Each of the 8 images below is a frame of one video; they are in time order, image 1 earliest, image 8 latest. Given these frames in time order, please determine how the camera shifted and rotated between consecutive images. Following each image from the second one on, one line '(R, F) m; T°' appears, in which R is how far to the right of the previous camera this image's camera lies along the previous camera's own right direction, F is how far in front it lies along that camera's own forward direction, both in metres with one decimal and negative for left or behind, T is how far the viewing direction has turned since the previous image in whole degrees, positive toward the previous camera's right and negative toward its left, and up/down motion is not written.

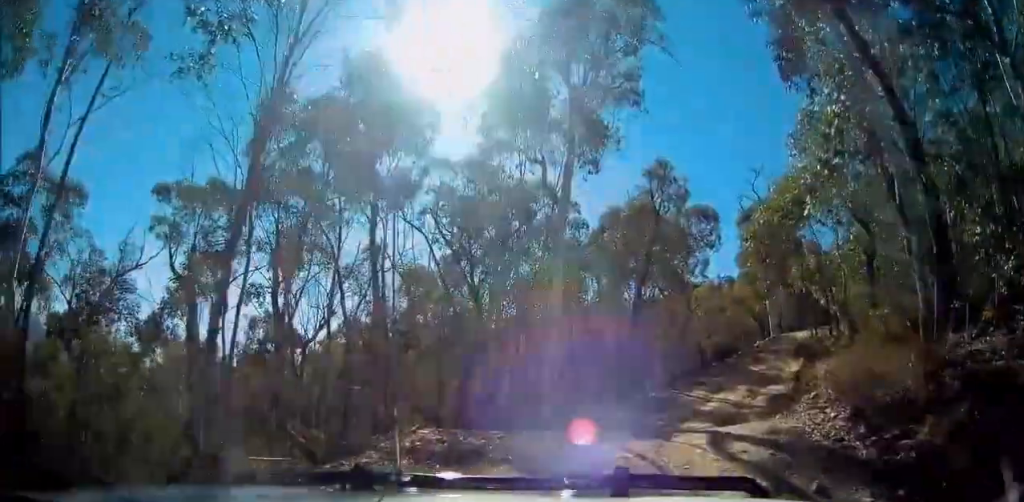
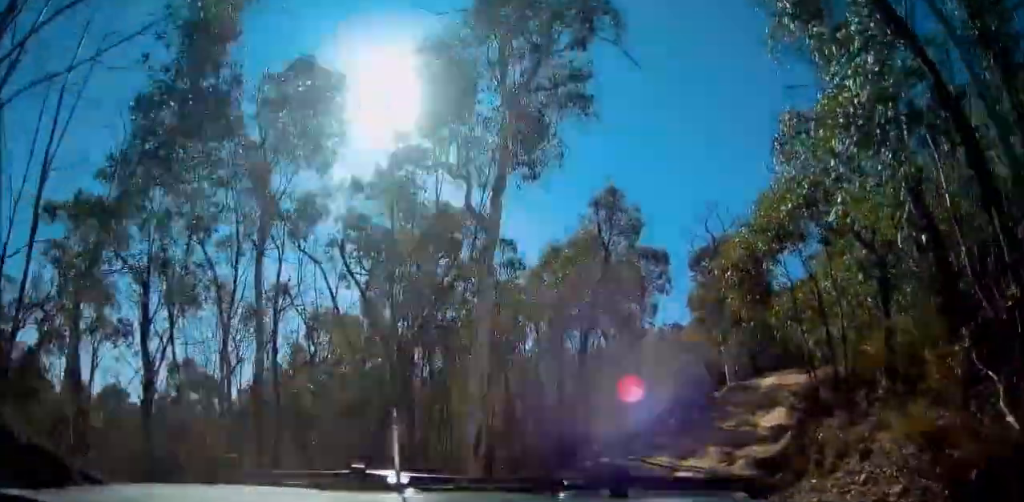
(+0.1, +3.1) m; +3°
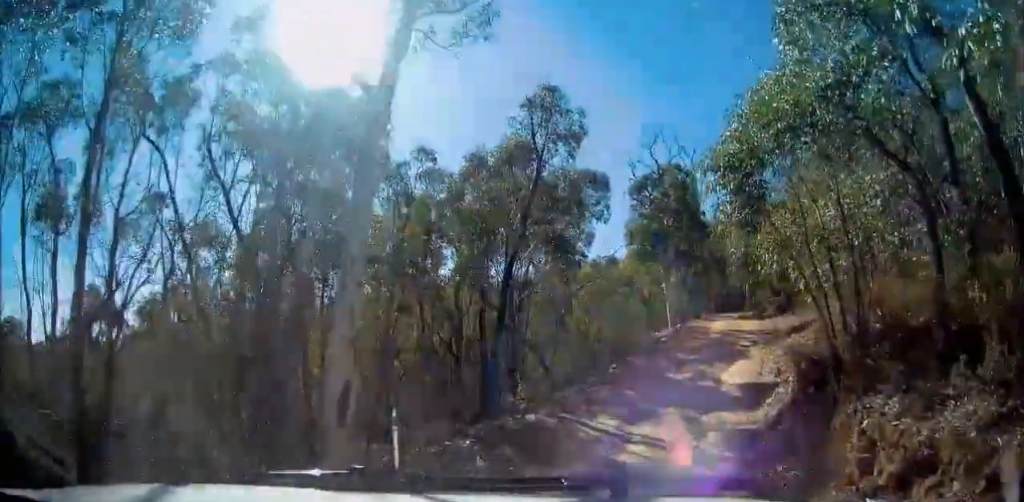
(+0.1, +3.6) m; +6°
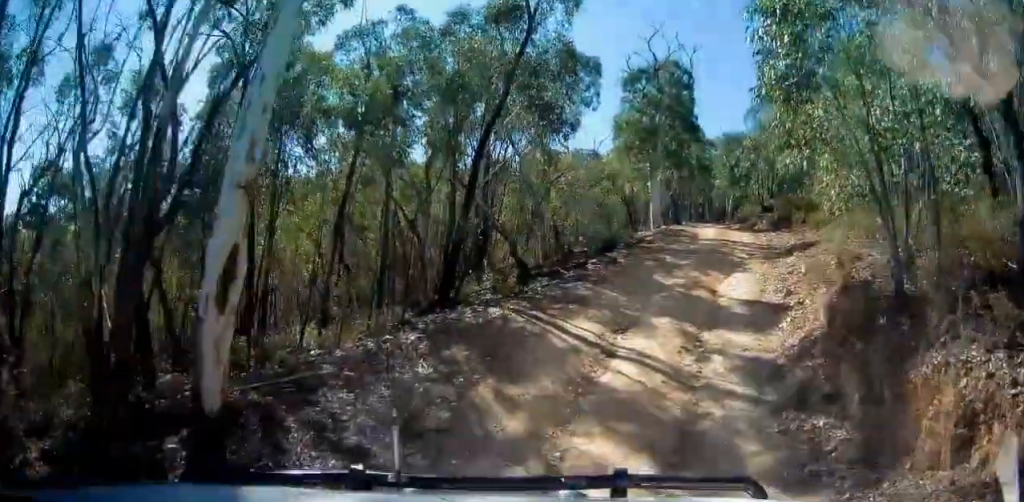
(+0.1, +2.4) m; +5°
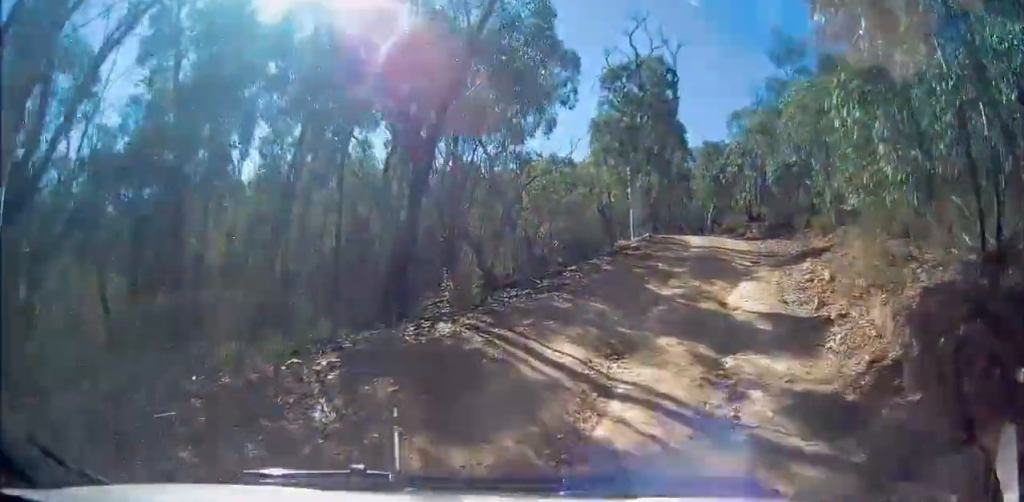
(+0.1, +2.9) m; +5°
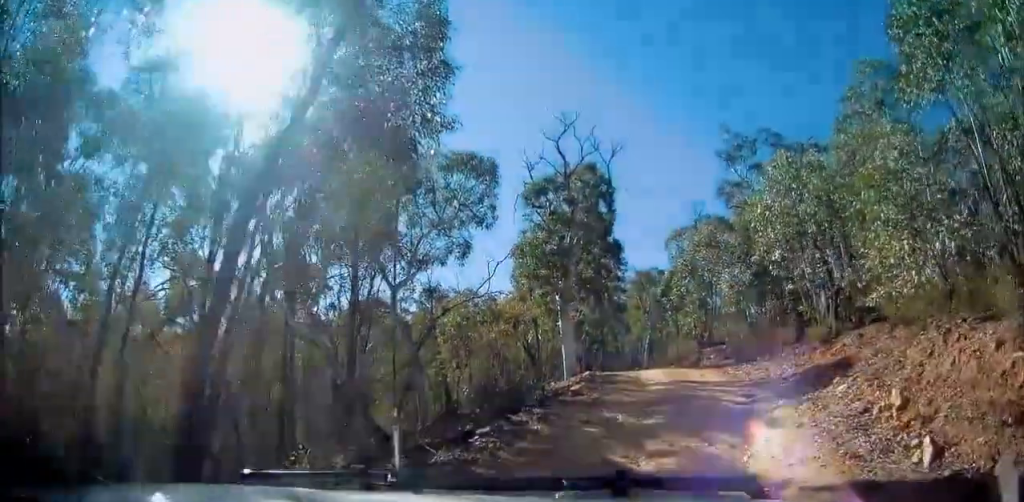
(+0.4, +4.6) m; +6°
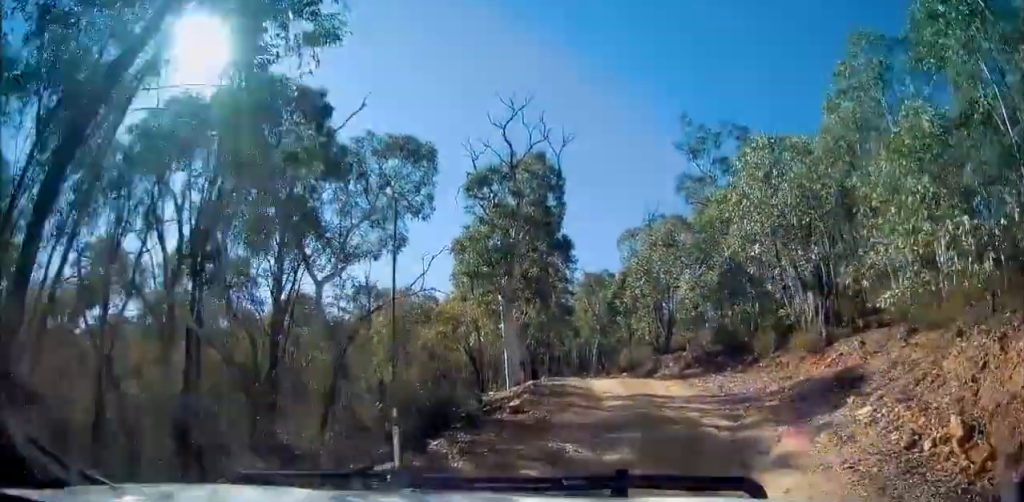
(0.0, +2.3) m; 0°
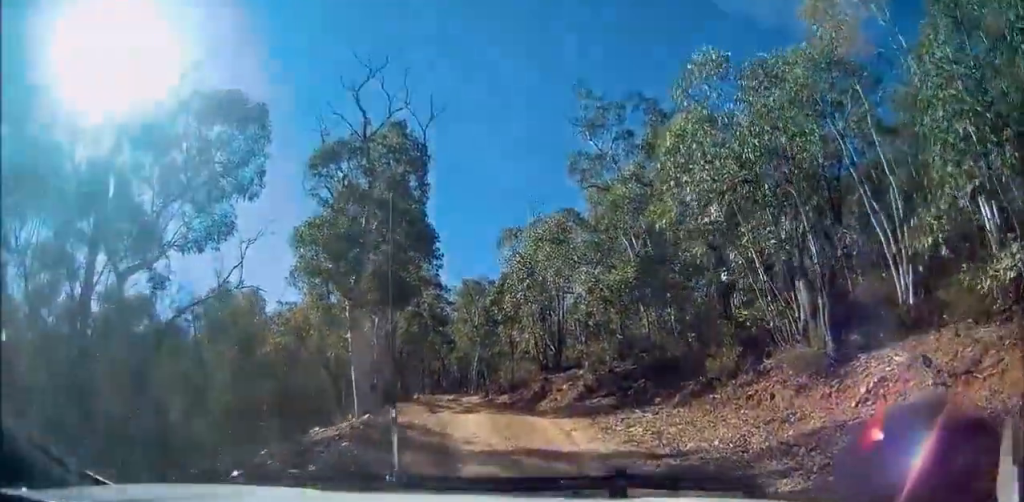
(-0.1, +4.9) m; 0°
